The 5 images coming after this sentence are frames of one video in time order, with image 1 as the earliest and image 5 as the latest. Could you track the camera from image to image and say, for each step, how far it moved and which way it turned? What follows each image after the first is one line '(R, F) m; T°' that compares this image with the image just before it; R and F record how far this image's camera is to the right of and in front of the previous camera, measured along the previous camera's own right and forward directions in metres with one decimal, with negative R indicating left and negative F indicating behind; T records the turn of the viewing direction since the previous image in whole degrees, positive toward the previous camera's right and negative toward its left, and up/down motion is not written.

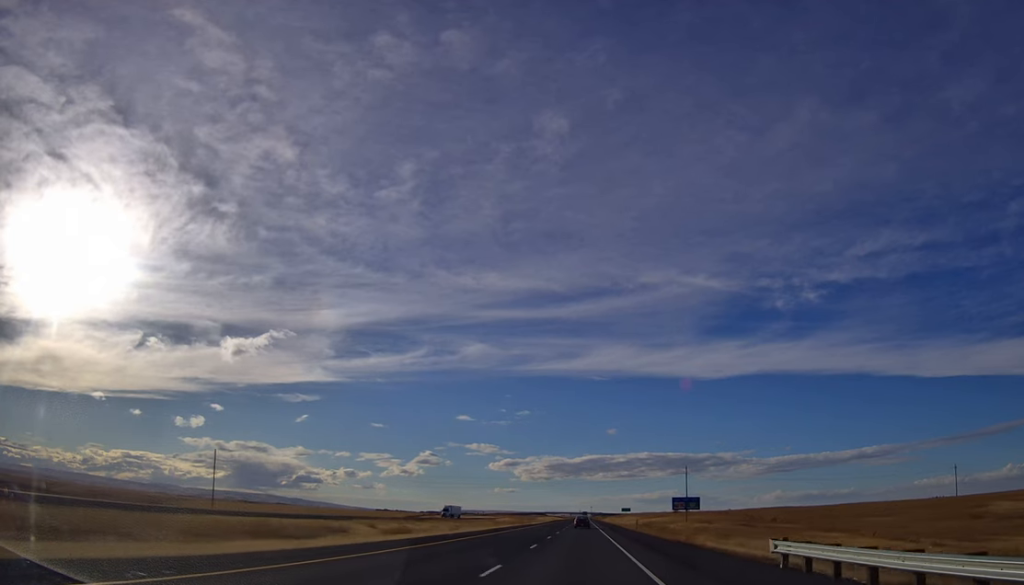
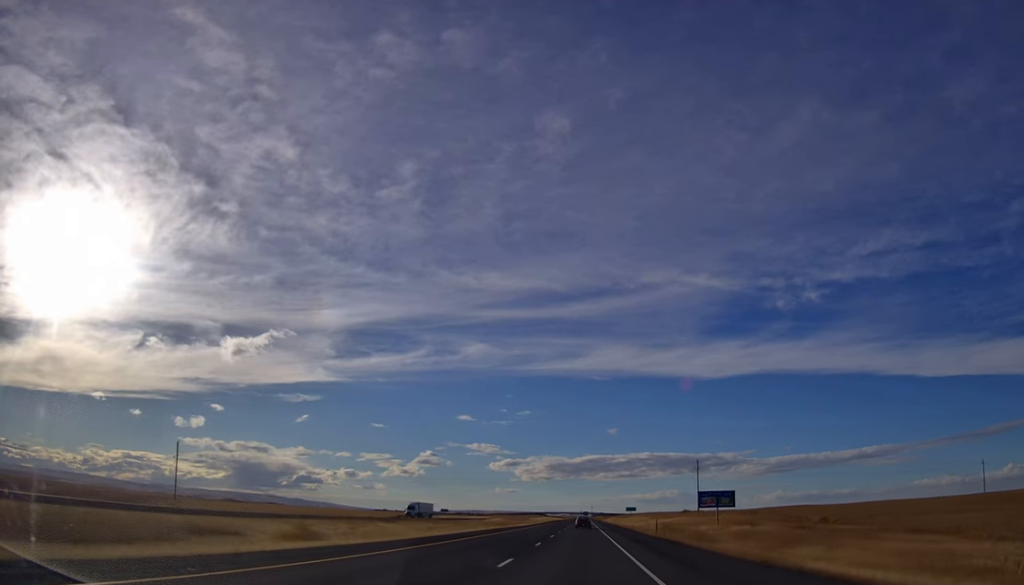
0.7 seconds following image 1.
(+0.2, +21.7) m; 0°
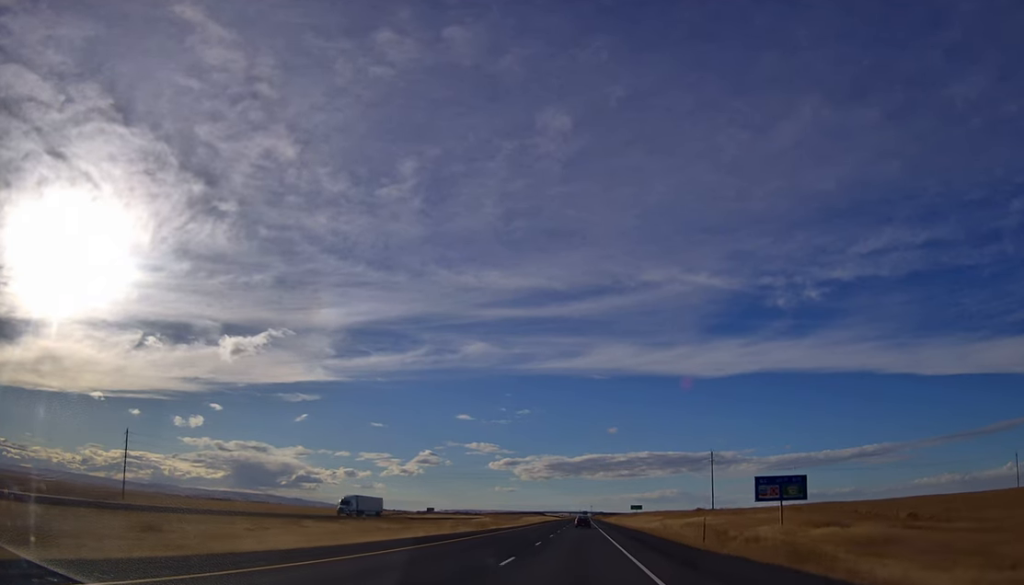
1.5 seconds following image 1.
(+0.1, +23.8) m; 0°
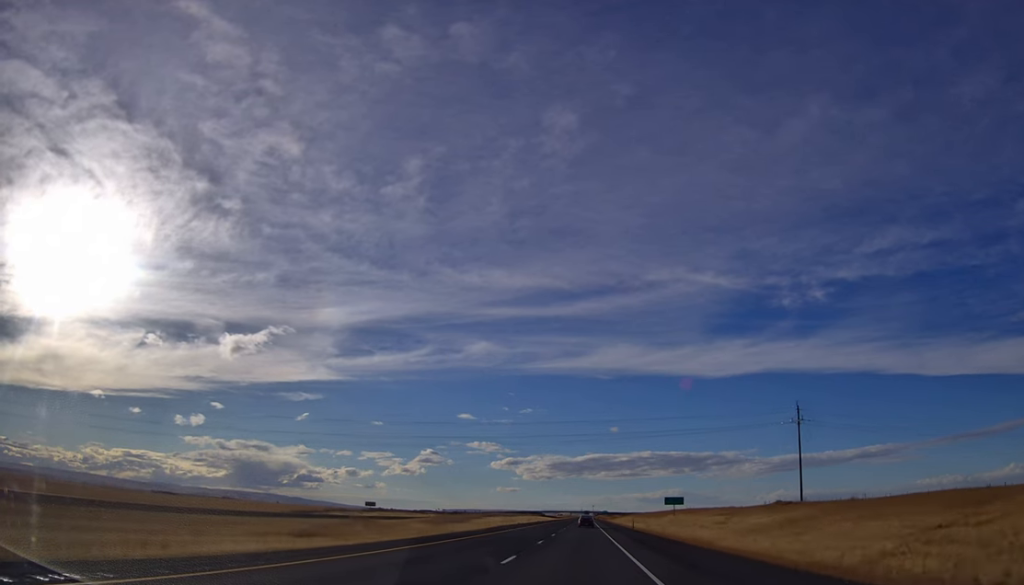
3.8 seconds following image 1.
(+0.3, +72.6) m; 0°
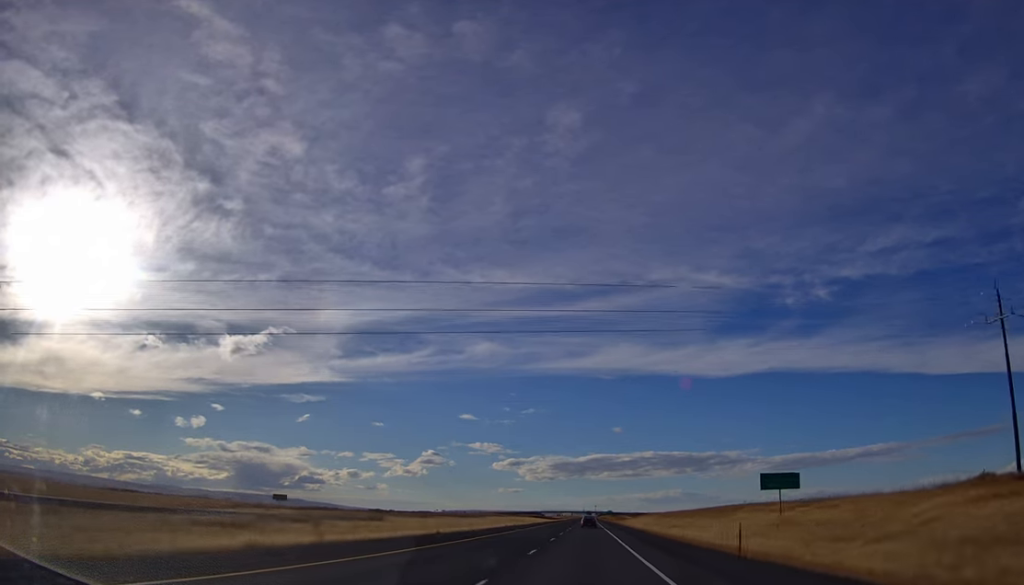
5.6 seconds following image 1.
(+0.2, +56.5) m; +1°
